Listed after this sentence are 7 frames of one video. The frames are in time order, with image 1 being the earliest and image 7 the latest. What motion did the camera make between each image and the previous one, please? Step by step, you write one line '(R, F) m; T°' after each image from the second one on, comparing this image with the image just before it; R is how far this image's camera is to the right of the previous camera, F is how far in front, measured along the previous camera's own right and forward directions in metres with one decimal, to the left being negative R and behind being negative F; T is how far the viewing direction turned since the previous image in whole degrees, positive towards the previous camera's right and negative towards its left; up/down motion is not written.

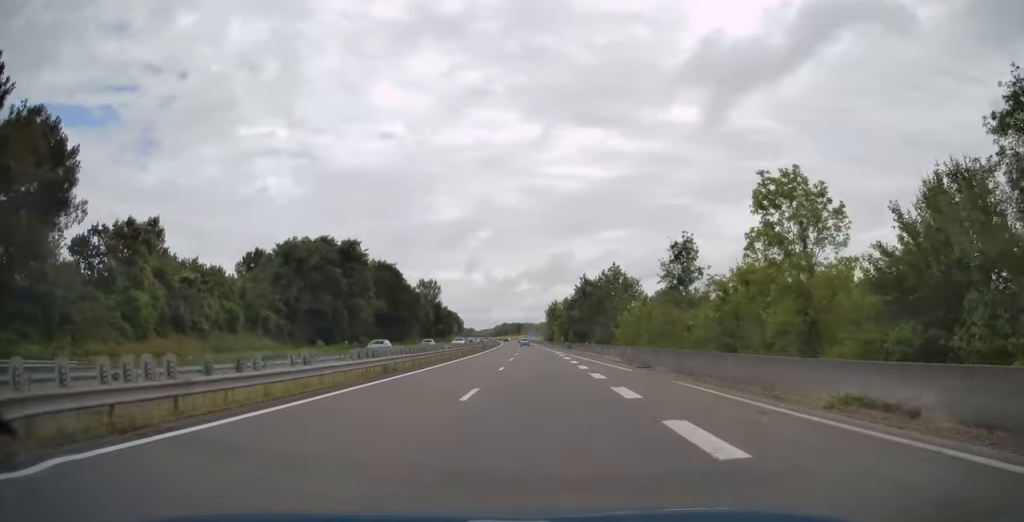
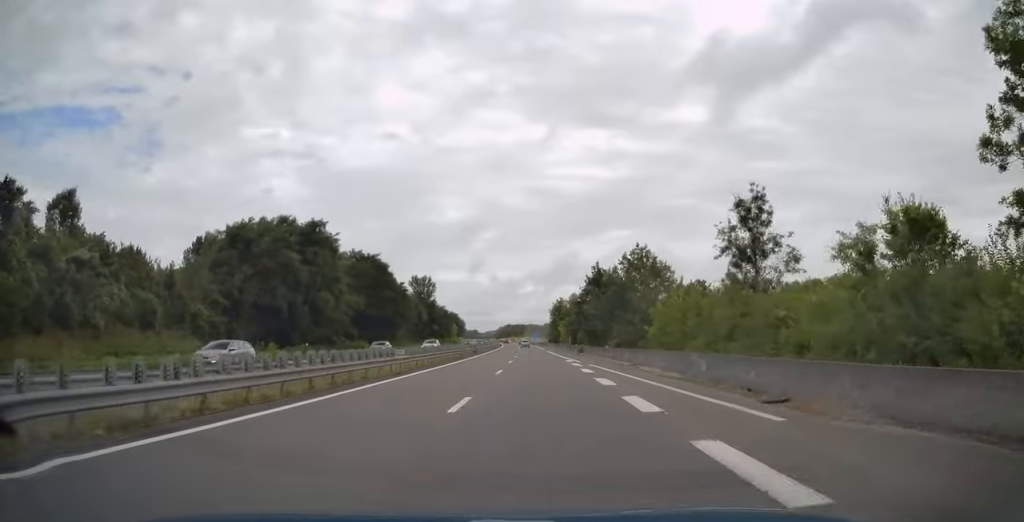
(0.0, +15.0) m; 0°
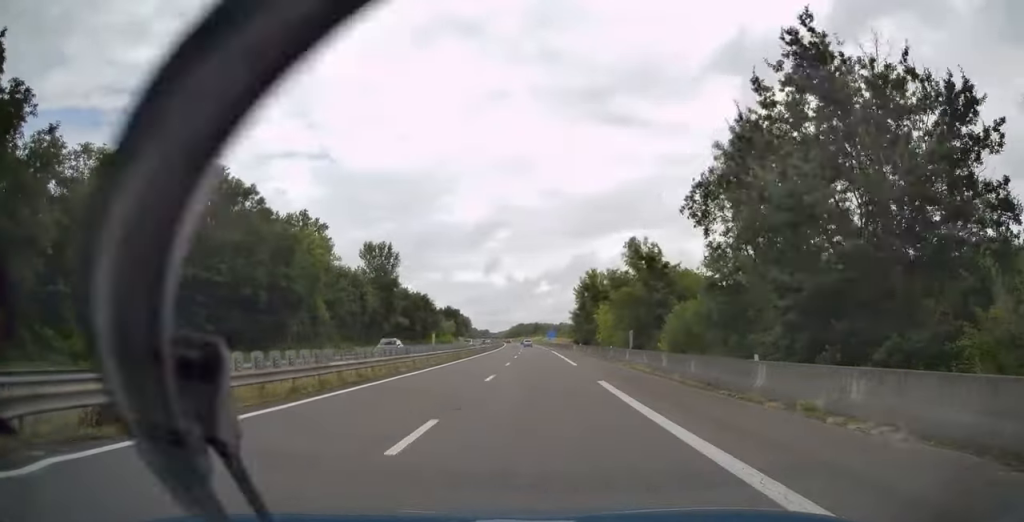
(-0.5, +57.1) m; -1°
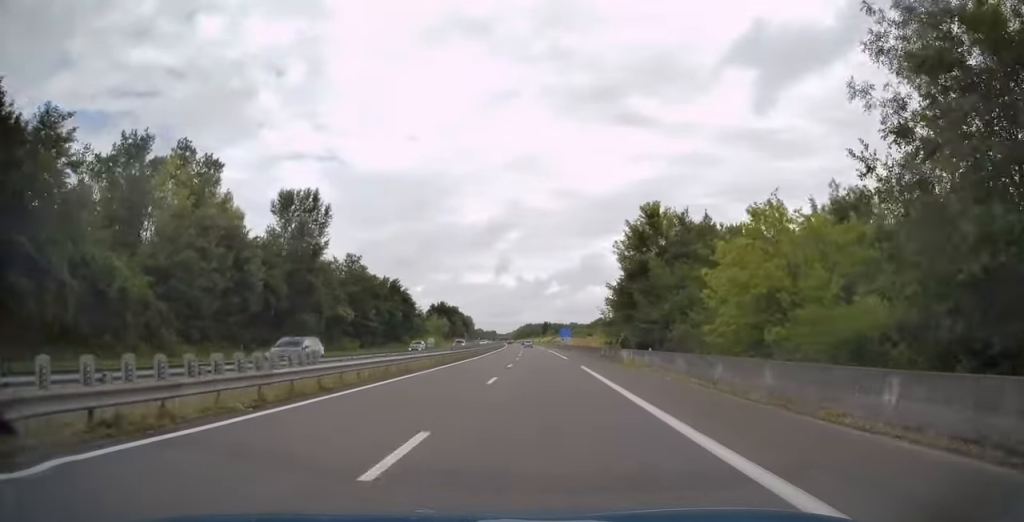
(-0.3, +40.5) m; -1°
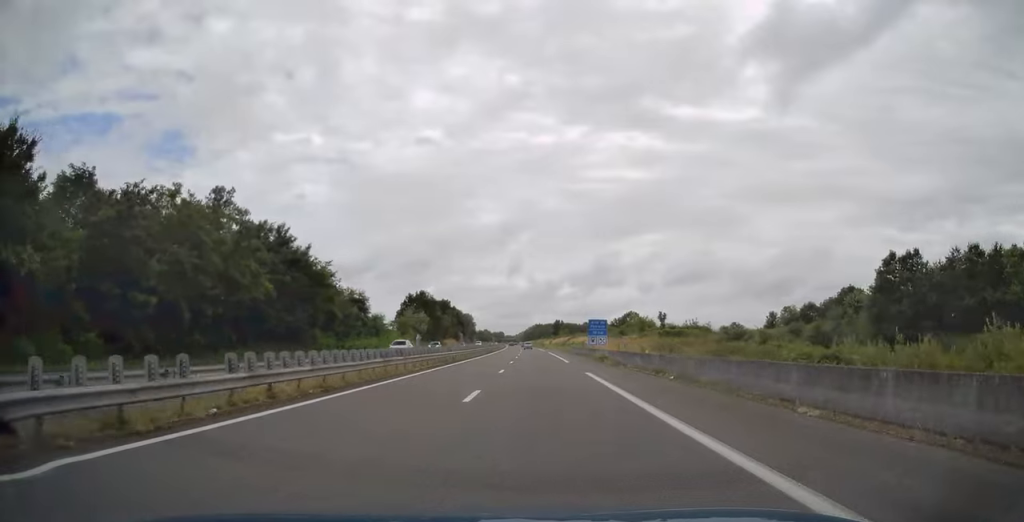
(-0.6, +57.2) m; -1°
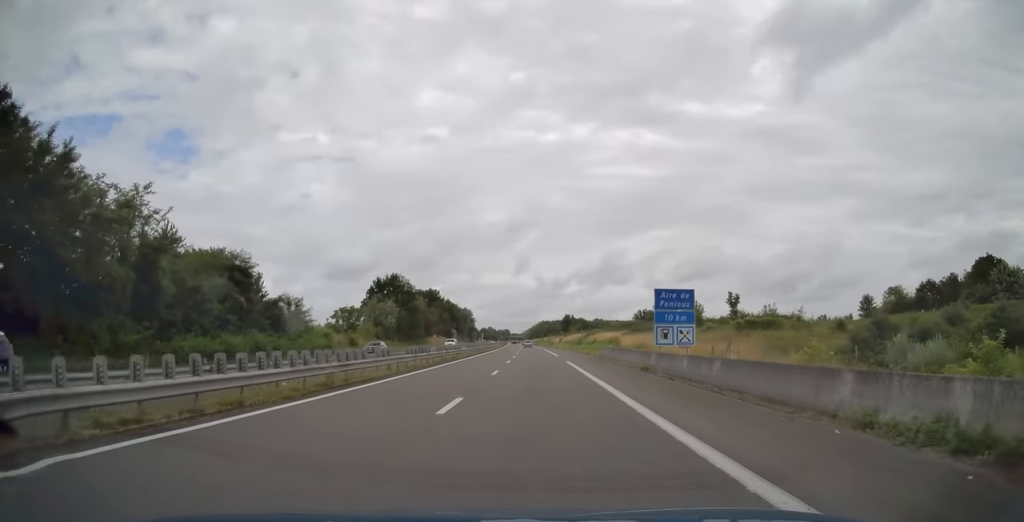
(-0.2, +41.2) m; -1°
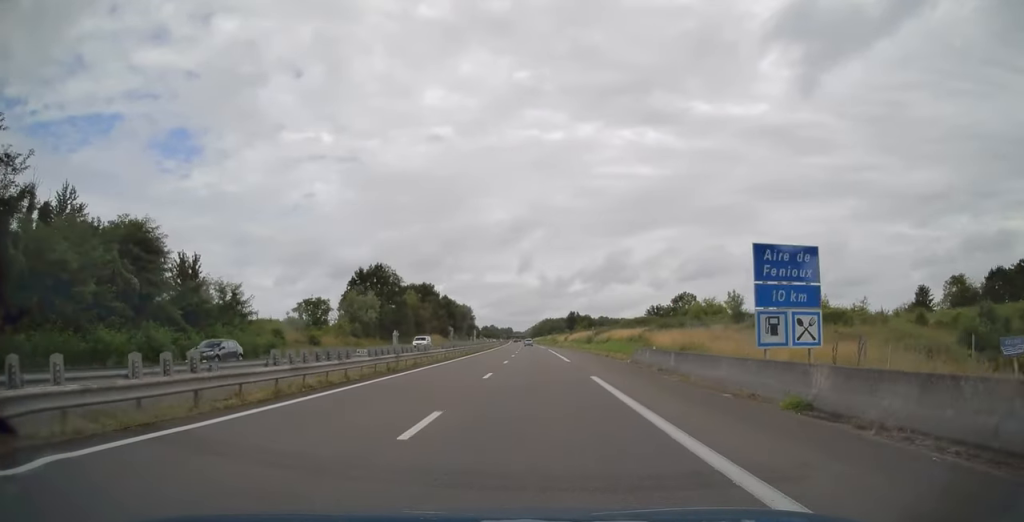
(0.0, +16.0) m; 0°
